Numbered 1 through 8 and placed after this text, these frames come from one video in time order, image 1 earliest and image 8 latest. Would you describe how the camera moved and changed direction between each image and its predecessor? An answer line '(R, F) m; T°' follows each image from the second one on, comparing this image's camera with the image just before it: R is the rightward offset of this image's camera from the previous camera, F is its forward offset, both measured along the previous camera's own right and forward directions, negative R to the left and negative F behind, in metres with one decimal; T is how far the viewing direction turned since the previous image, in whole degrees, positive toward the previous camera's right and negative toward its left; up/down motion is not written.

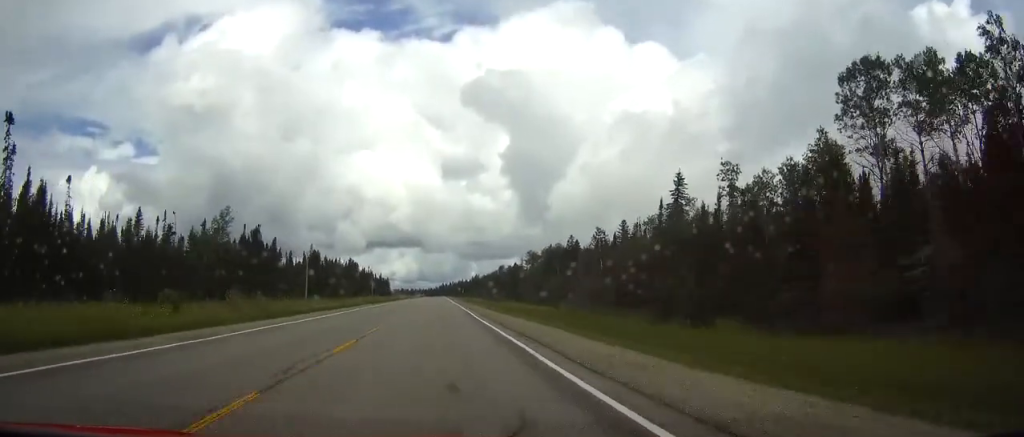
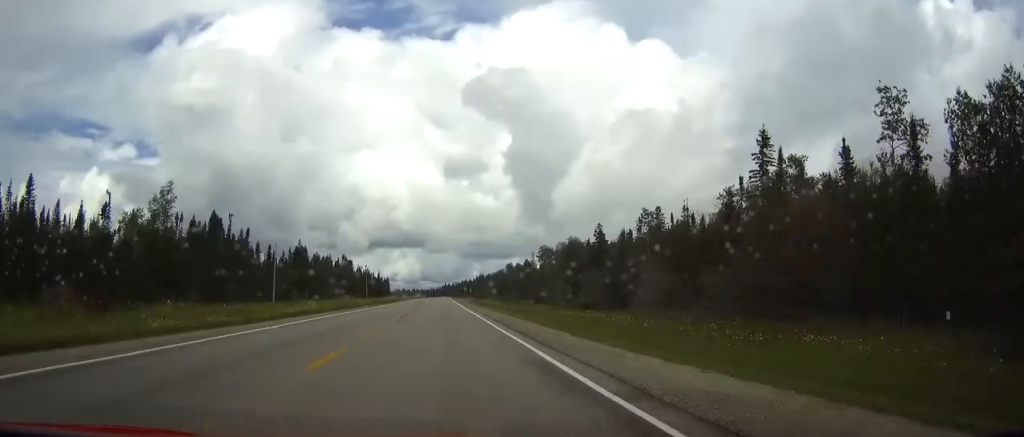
(+0.1, +30.7) m; 0°
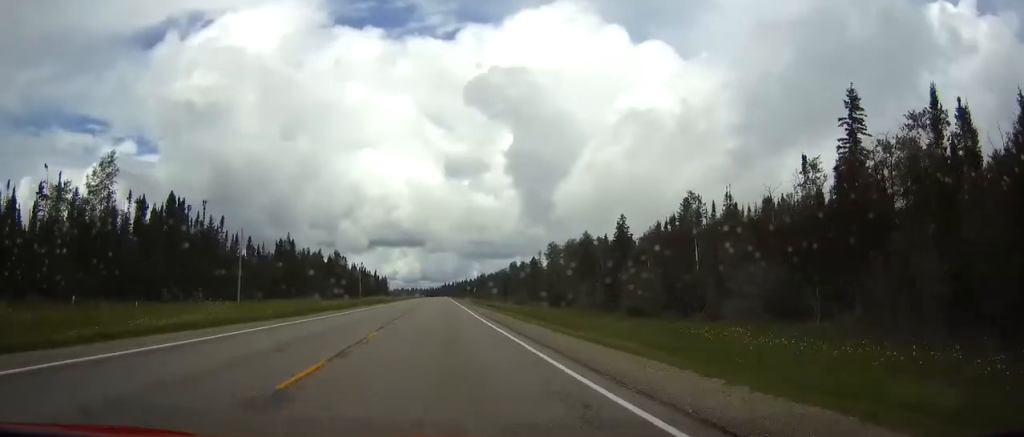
(0.0, +20.5) m; 0°
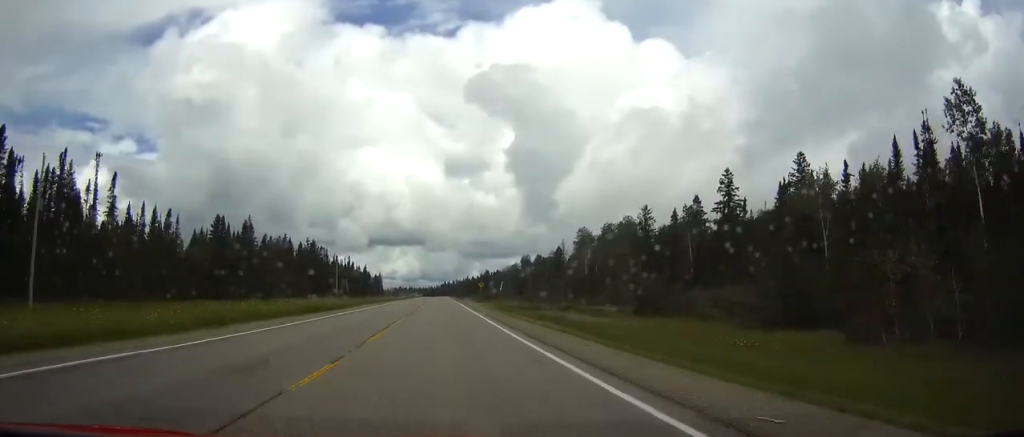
(-0.4, +53.1) m; -1°
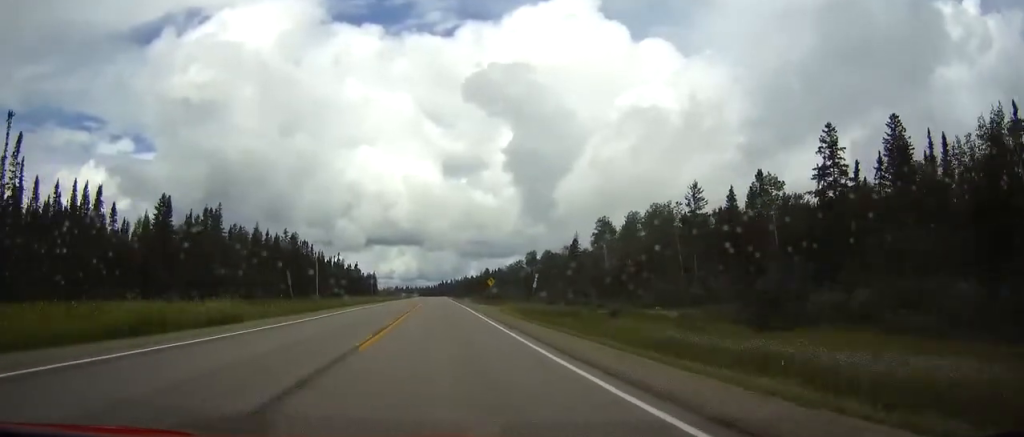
(0.0, +26.6) m; 0°
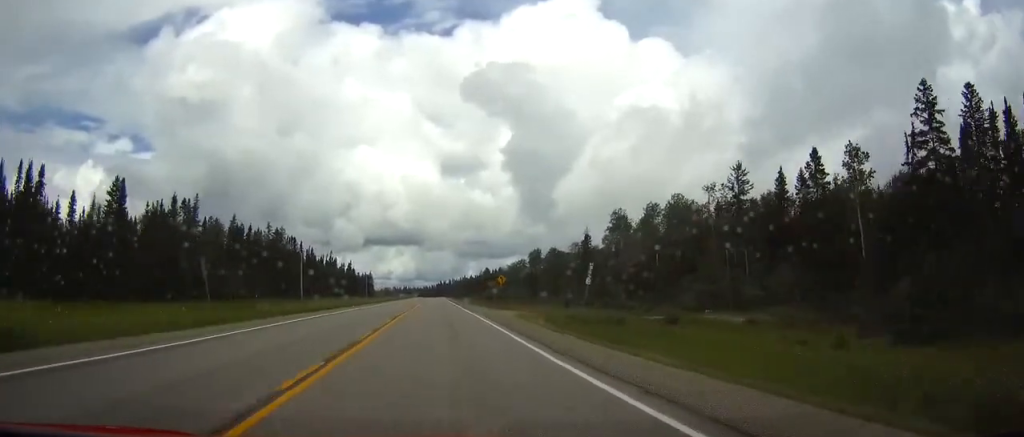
(0.0, +16.3) m; 0°
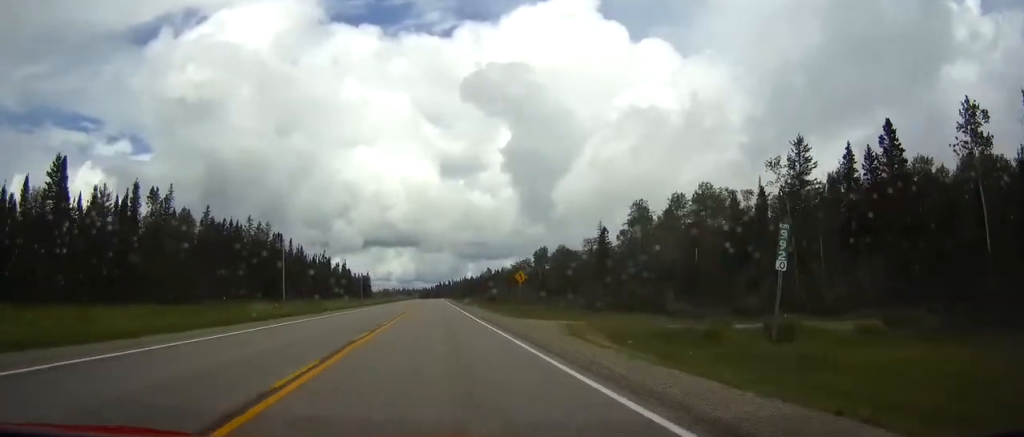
(0.0, +16.4) m; 0°
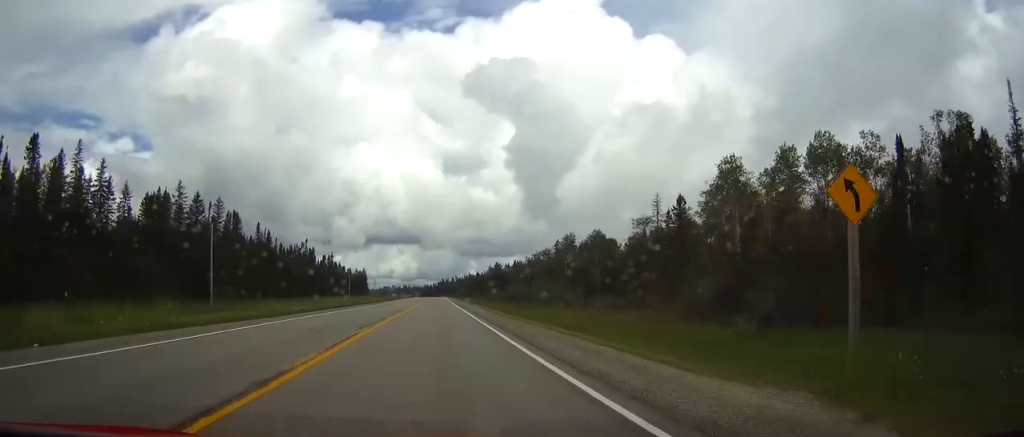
(+0.1, +43.0) m; 0°
